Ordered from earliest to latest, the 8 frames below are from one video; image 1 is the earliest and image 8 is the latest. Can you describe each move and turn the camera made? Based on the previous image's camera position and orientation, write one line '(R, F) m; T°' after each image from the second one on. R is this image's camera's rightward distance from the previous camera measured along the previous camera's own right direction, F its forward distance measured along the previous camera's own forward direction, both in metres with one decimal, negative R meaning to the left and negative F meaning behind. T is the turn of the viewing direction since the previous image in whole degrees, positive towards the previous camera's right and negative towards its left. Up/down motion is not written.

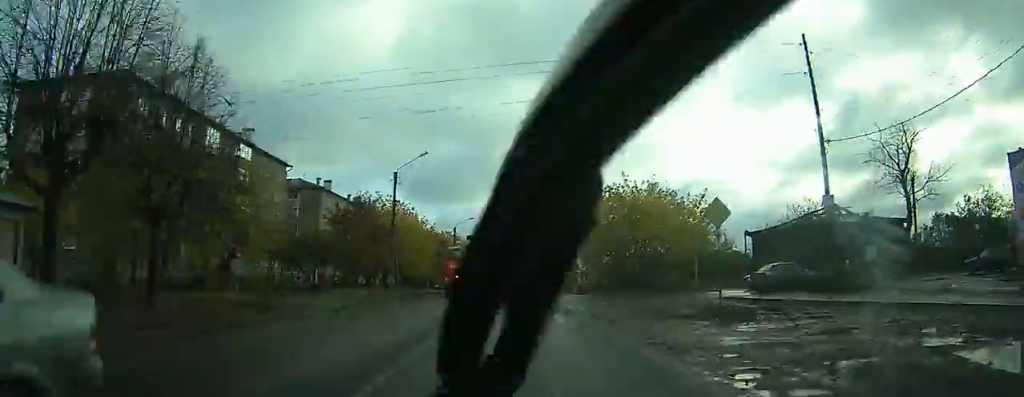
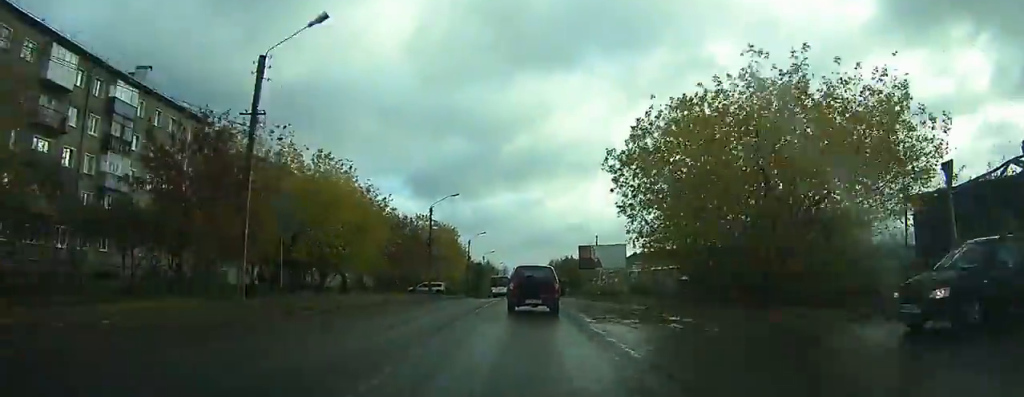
(-0.2, +23.4) m; -1°
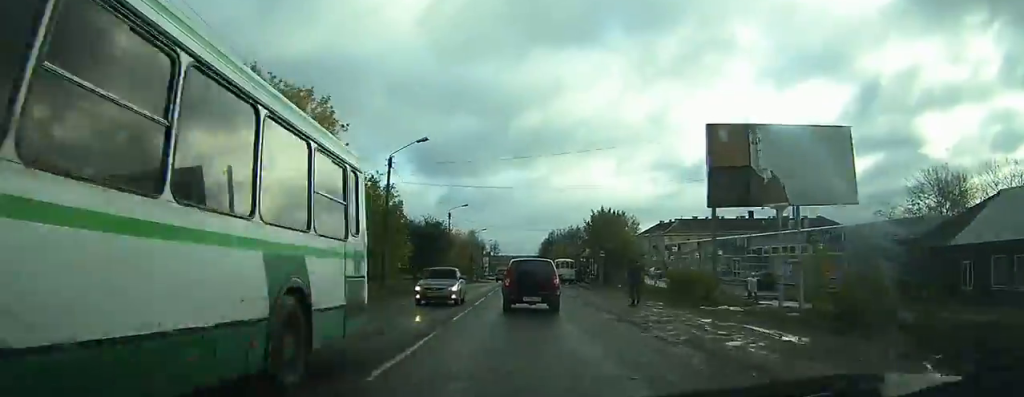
(+0.7, +55.2) m; +2°
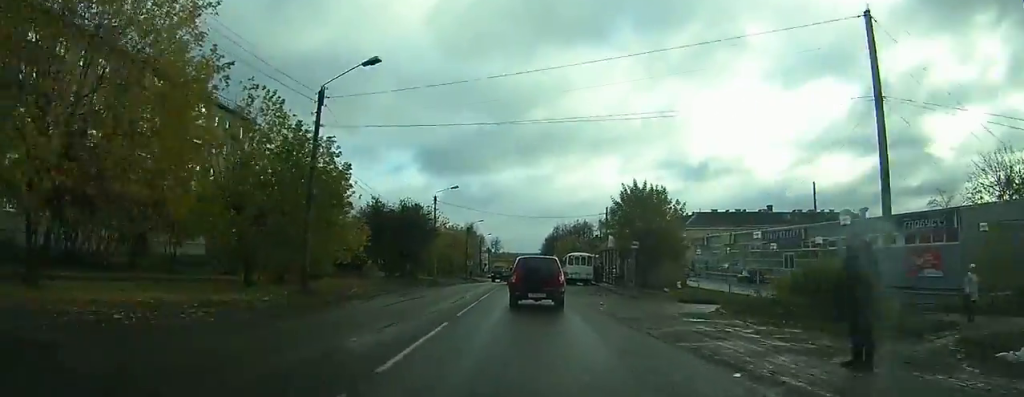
(0.0, +16.1) m; 0°
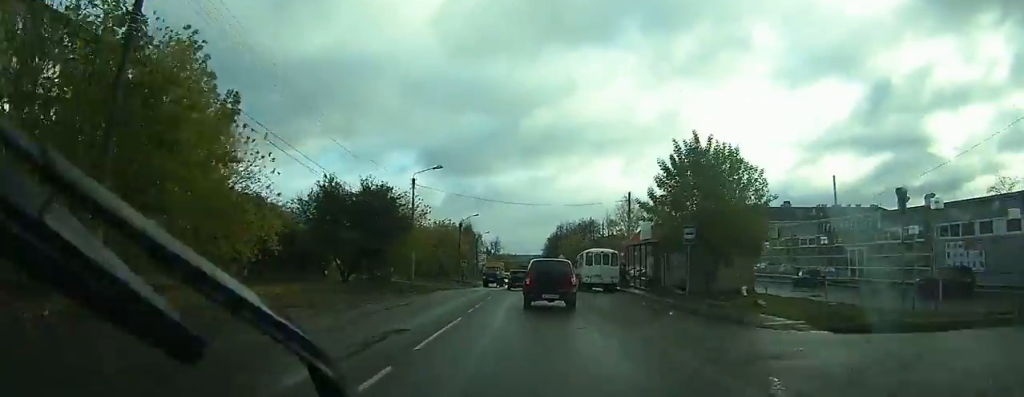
(0.0, +14.4) m; -1°
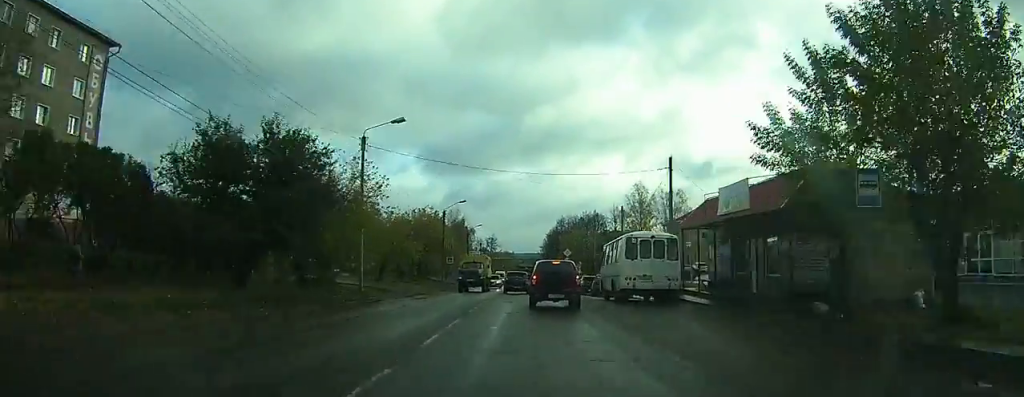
(-0.2, +15.9) m; -1°
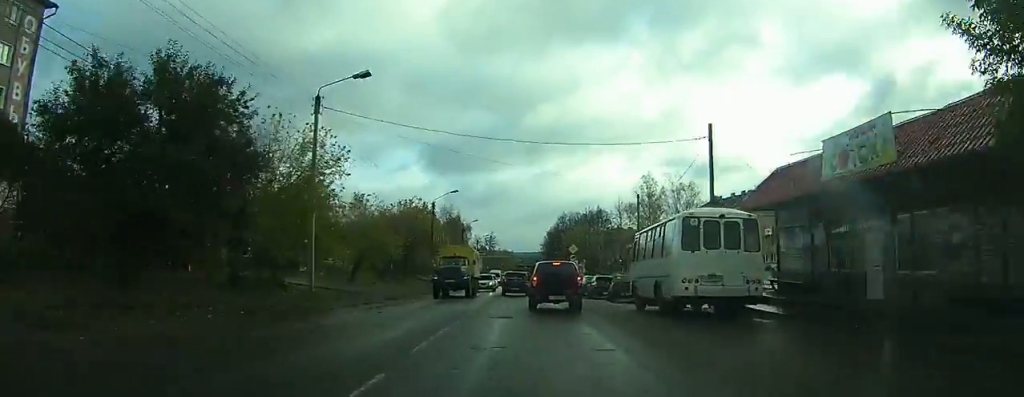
(0.0, +7.9) m; 0°
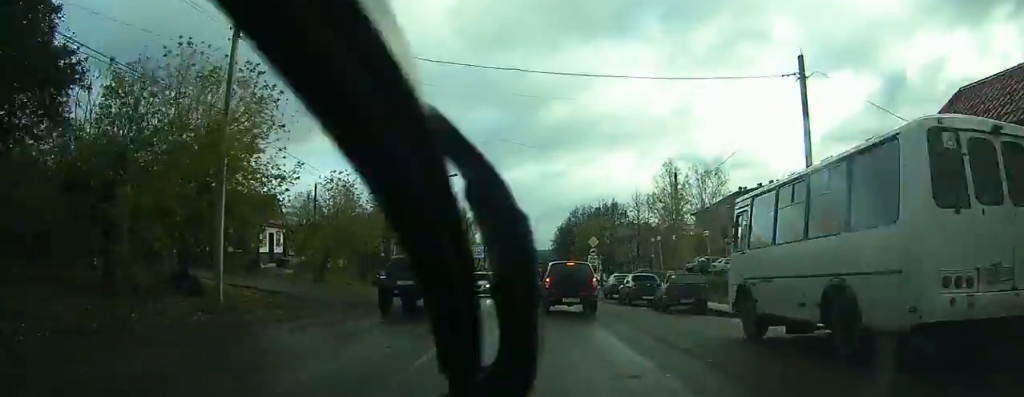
(-0.1, +8.8) m; 0°
